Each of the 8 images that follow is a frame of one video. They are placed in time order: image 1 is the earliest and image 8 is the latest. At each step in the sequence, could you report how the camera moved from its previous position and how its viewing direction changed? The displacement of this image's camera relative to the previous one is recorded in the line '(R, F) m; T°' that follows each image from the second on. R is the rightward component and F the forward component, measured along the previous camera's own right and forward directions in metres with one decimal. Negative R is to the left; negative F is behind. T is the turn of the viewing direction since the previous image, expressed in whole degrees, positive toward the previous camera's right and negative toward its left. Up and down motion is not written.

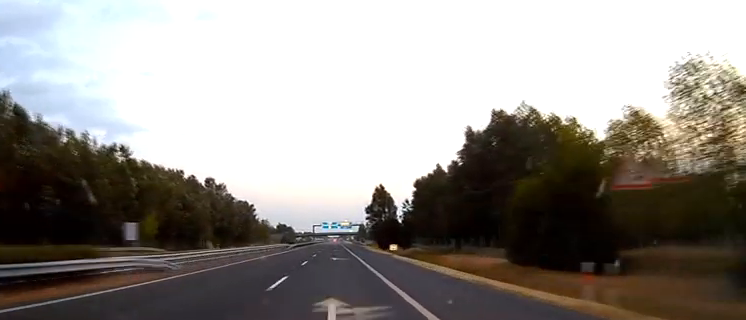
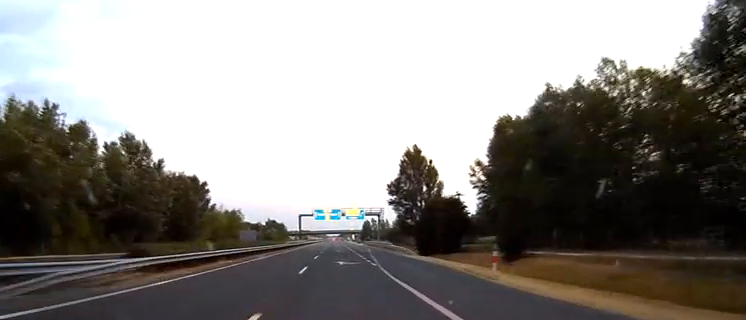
(+0.2, +90.0) m; 0°
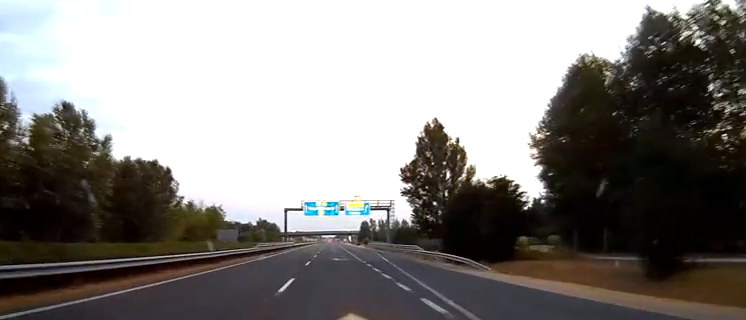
(0.0, +32.1) m; 0°
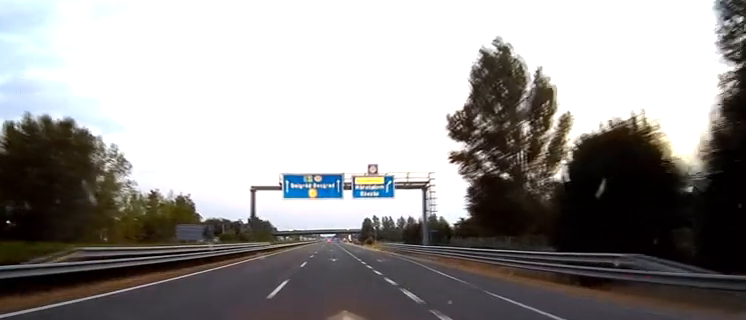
(0.0, +43.4) m; 0°
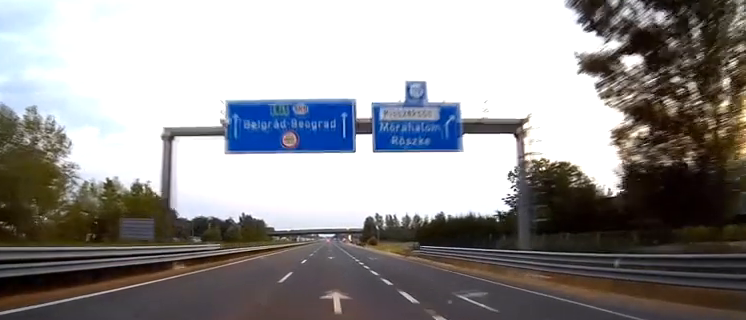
(0.0, +34.0) m; 0°
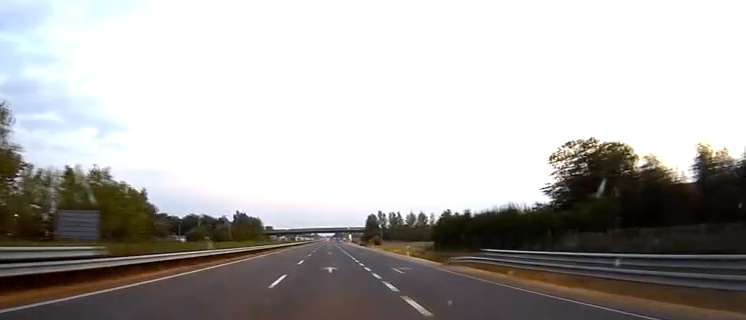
(0.0, +22.8) m; 0°
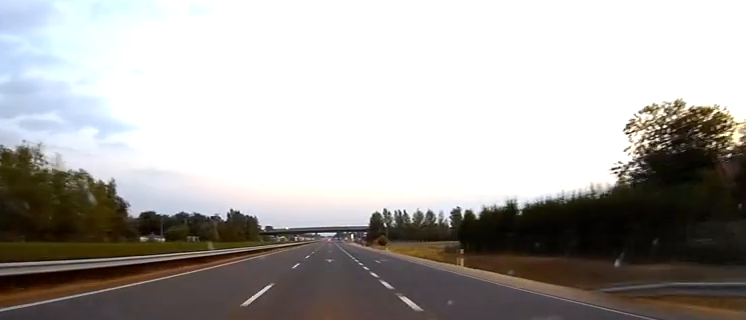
(0.0, +26.0) m; 0°
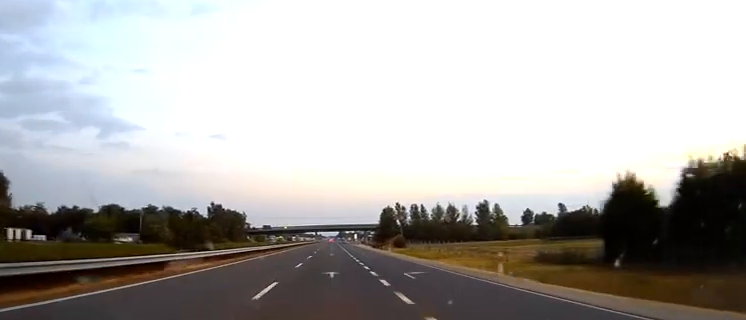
(0.0, +58.5) m; 0°
